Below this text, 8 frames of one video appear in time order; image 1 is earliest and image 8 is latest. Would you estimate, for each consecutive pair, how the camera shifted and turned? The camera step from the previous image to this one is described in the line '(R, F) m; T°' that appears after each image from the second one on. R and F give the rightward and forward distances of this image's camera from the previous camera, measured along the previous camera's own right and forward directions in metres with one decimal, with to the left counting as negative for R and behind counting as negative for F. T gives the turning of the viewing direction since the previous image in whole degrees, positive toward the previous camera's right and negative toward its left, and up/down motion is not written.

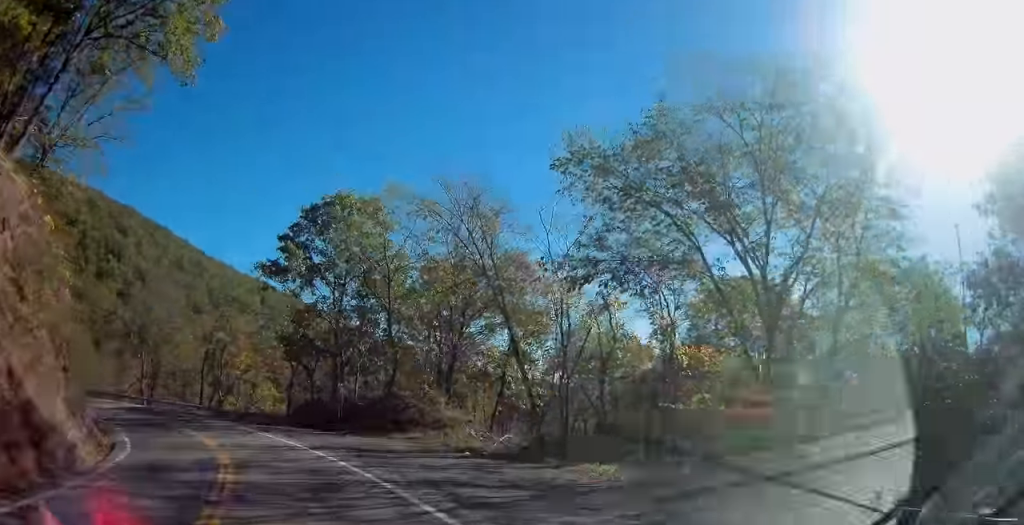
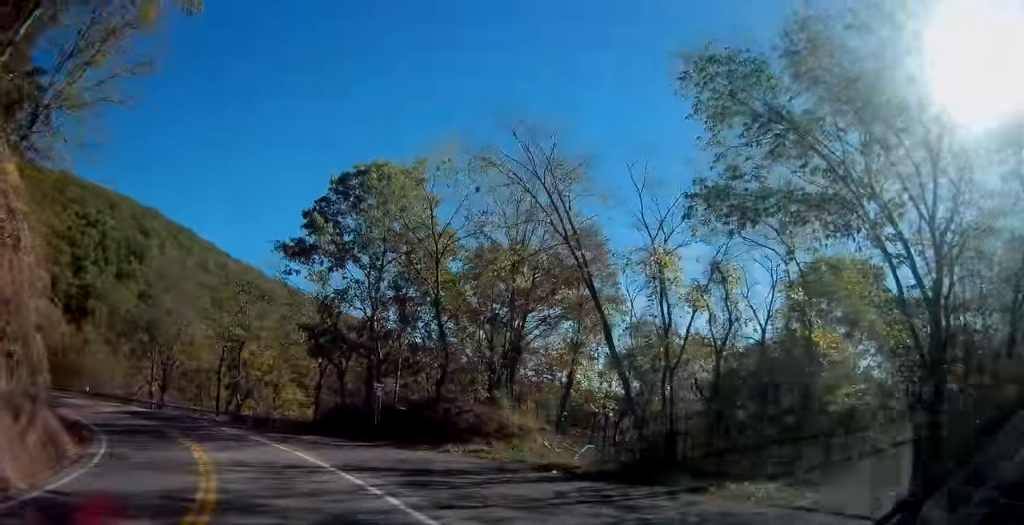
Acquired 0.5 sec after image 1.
(-0.3, +6.7) m; -4°
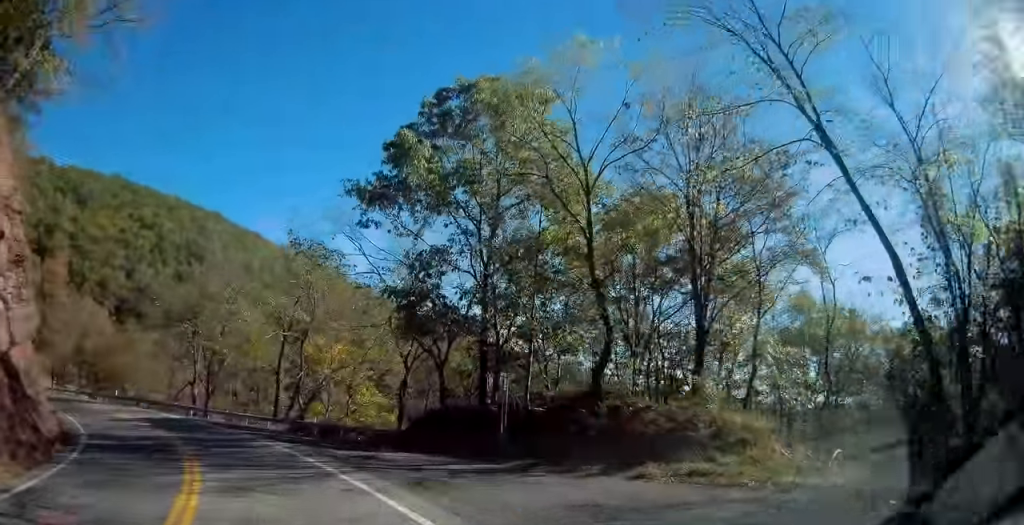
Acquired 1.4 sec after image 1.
(-0.7, +10.7) m; -8°
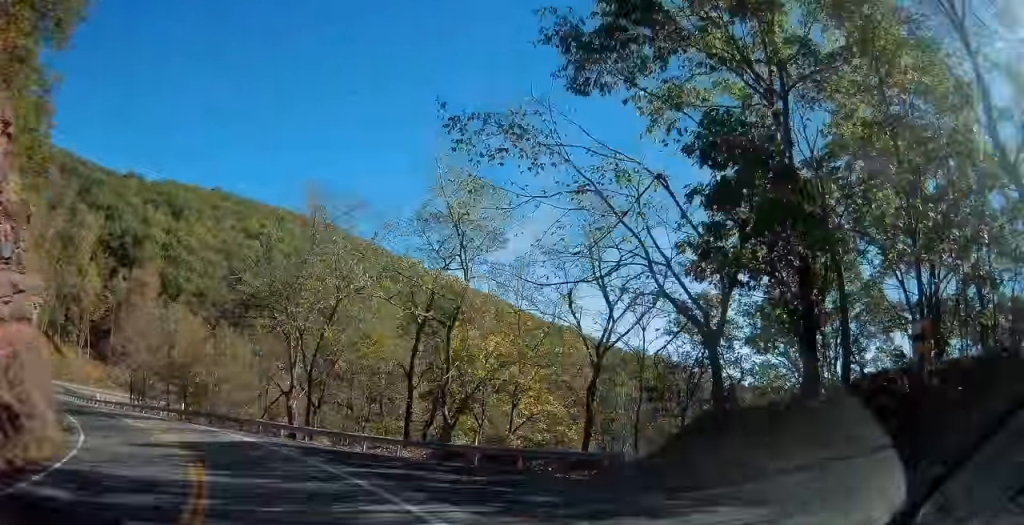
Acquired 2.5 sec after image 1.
(-1.3, +13.0) m; -13°
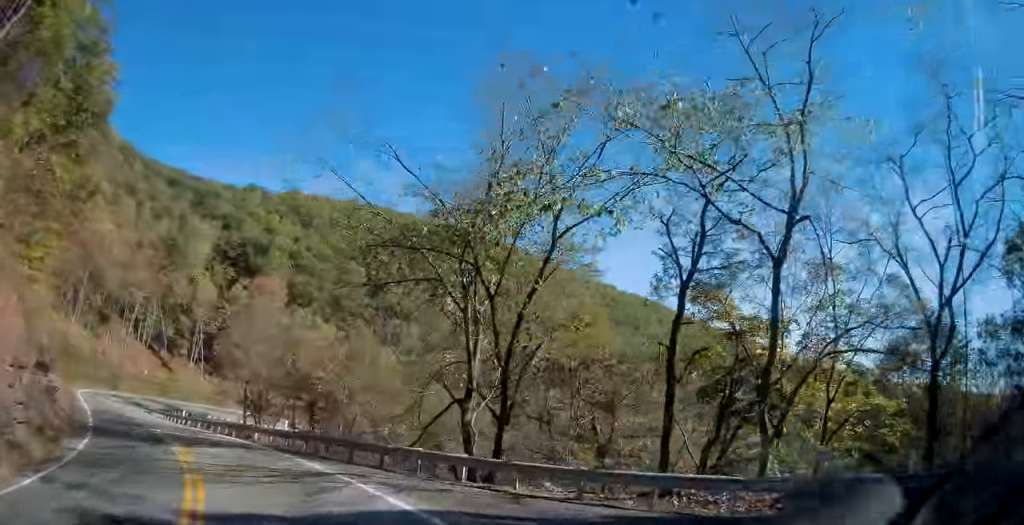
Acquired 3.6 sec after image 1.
(-1.9, +14.0) m; -16°
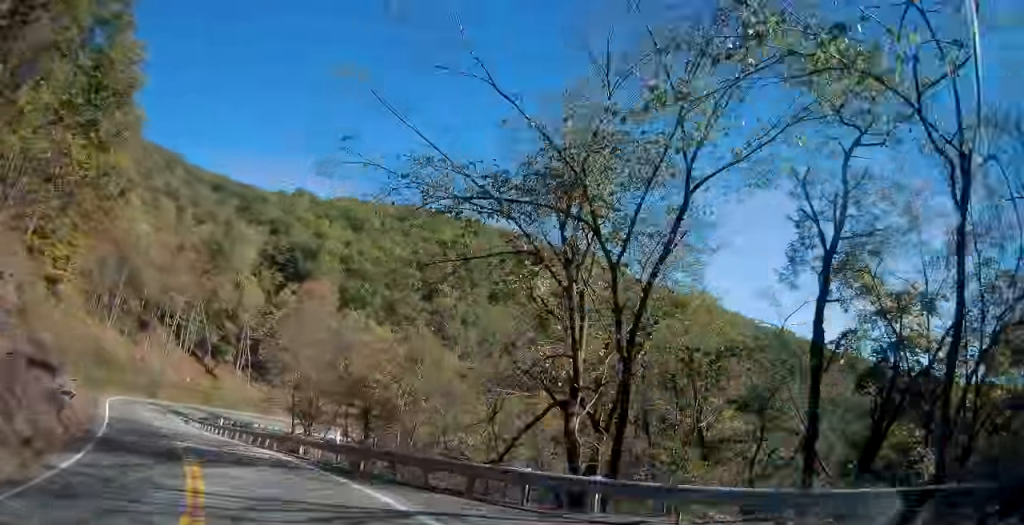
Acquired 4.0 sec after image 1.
(-0.2, +4.8) m; -5°
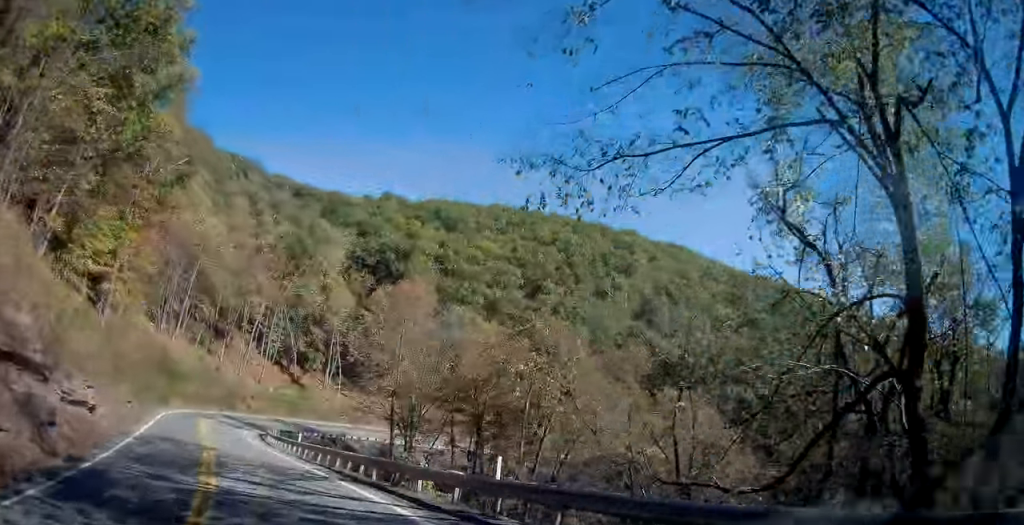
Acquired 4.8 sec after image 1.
(-0.8, +9.3) m; -8°
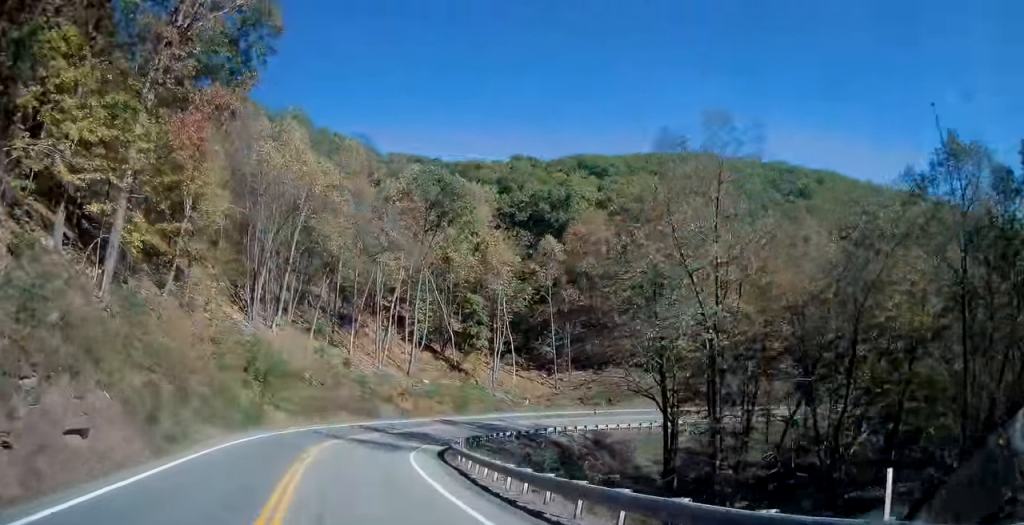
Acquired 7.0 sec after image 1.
(-3.0, +29.3) m; -7°
